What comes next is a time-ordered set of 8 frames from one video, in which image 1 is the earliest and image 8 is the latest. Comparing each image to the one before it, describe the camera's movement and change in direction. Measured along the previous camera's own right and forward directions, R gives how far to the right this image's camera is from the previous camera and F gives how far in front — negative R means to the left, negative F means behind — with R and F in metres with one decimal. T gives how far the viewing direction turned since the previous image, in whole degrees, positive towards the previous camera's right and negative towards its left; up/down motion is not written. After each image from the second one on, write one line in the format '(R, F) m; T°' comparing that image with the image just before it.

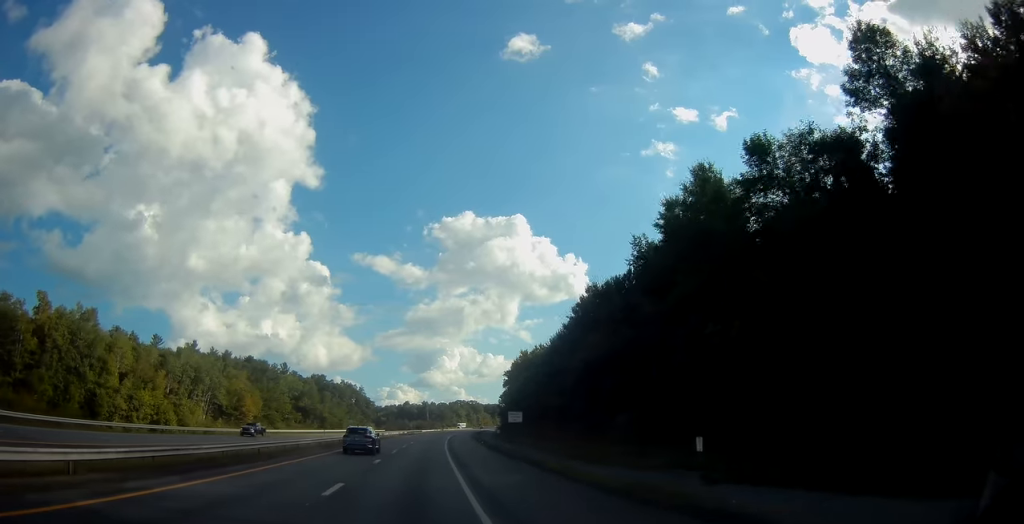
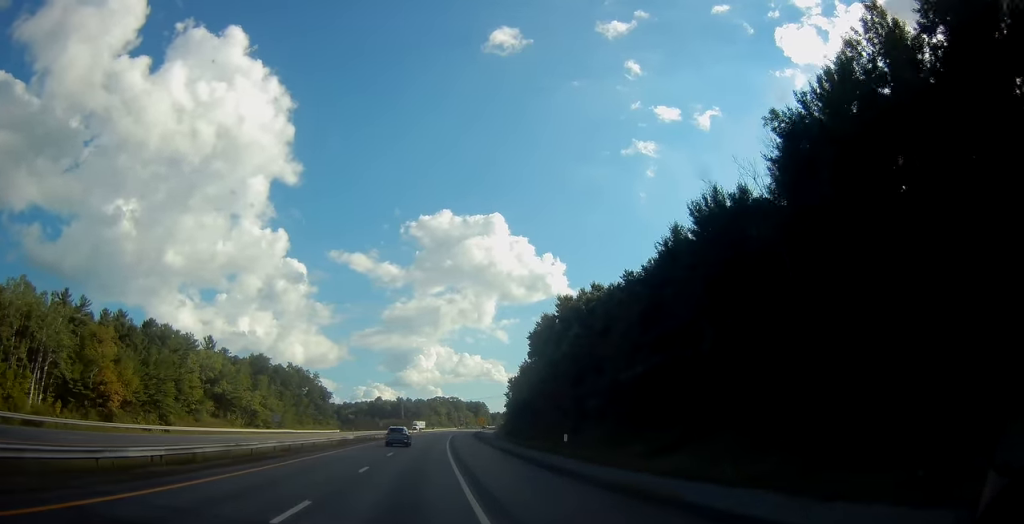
(+2.5, +66.6) m; +3°
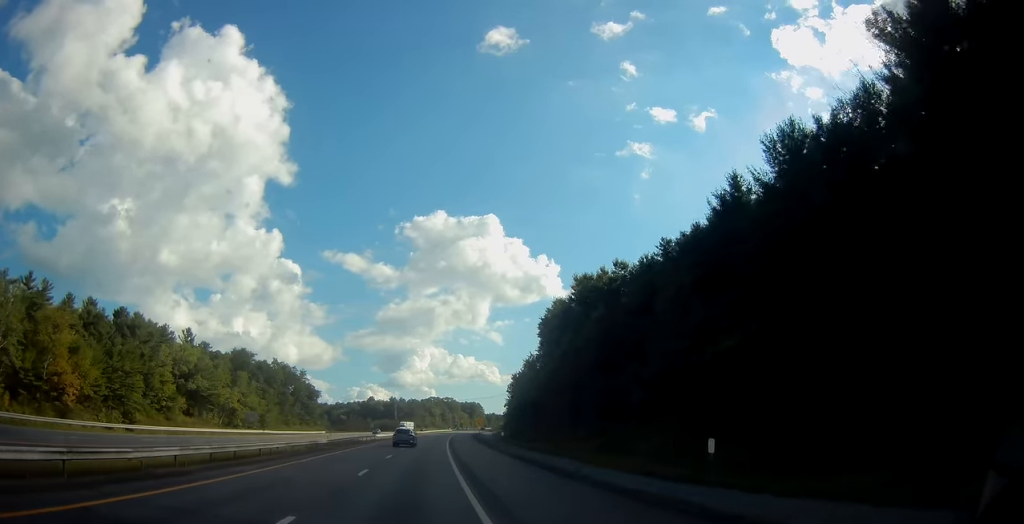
(0.0, +13.5) m; 0°
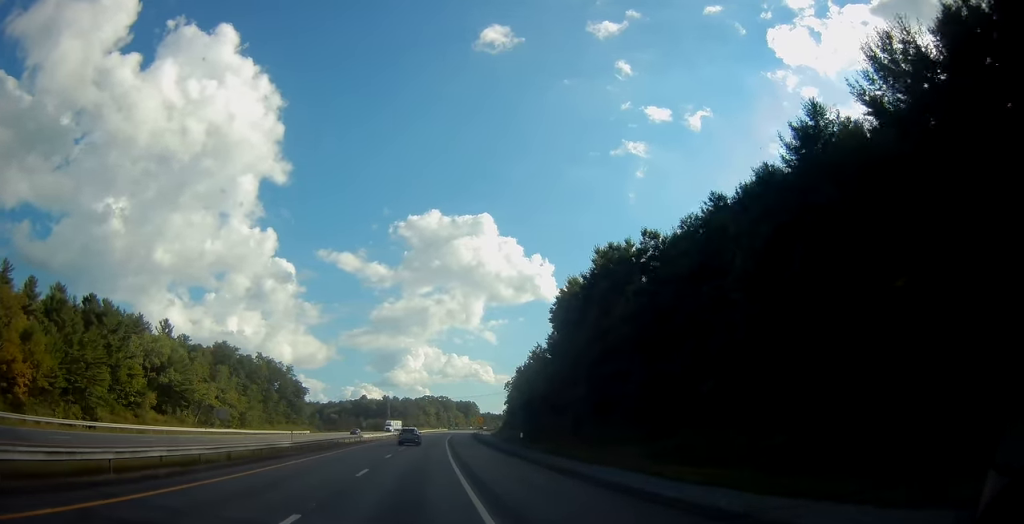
(0.0, +12.6) m; 0°
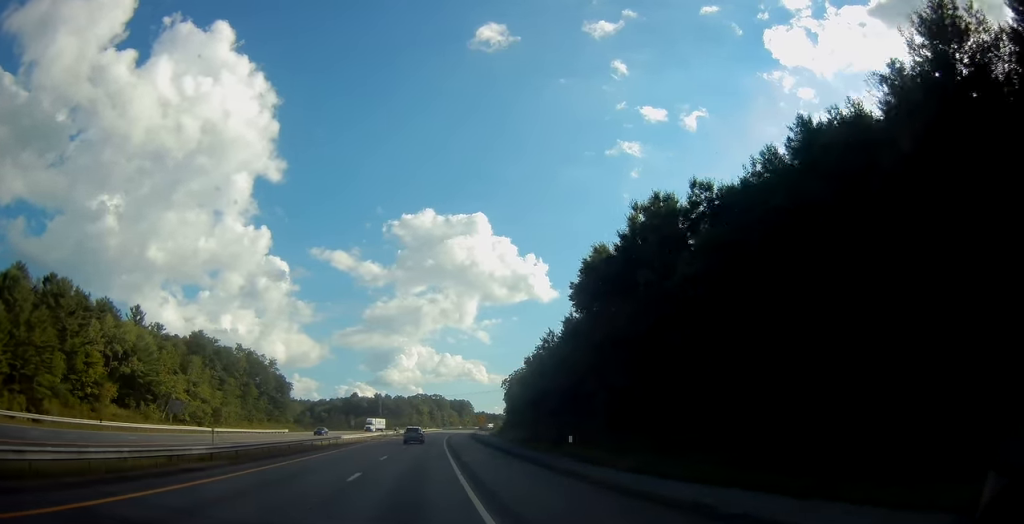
(0.0, +14.5) m; +1°
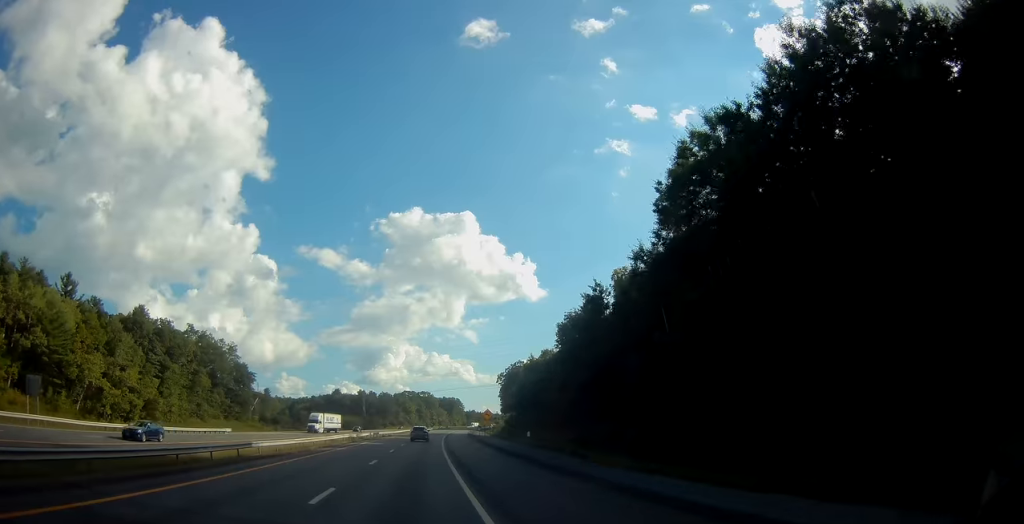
(+0.4, +29.0) m; +2°
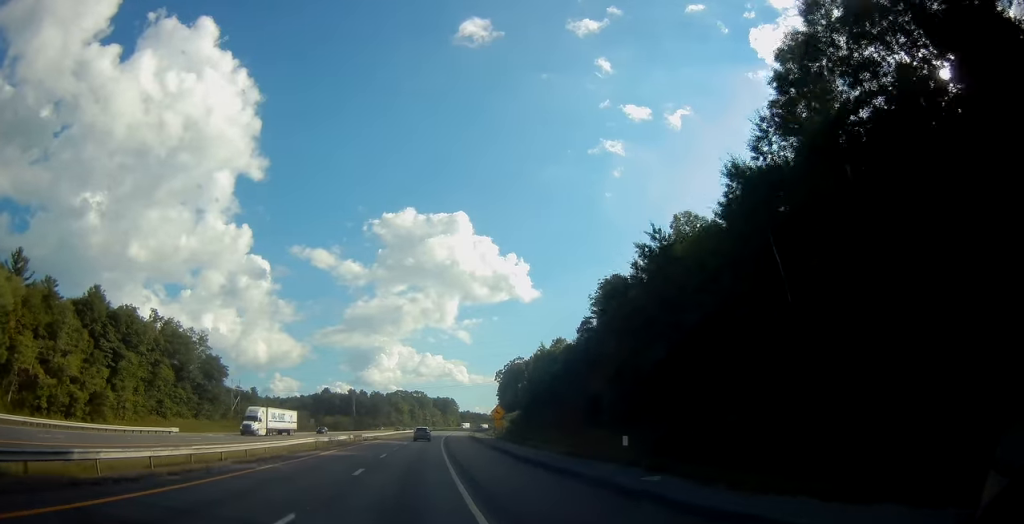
(+0.2, +17.4) m; +1°
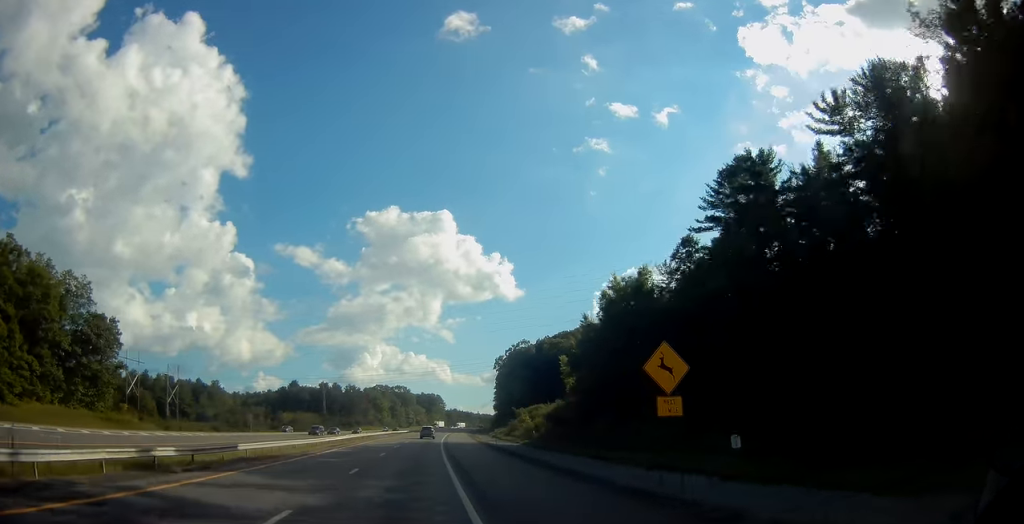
(+0.5, +48.8) m; +1°
